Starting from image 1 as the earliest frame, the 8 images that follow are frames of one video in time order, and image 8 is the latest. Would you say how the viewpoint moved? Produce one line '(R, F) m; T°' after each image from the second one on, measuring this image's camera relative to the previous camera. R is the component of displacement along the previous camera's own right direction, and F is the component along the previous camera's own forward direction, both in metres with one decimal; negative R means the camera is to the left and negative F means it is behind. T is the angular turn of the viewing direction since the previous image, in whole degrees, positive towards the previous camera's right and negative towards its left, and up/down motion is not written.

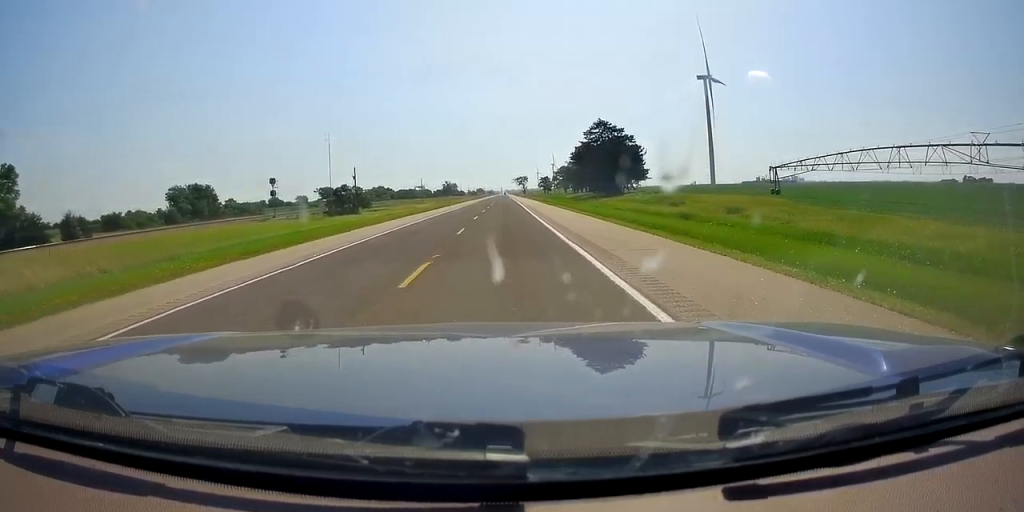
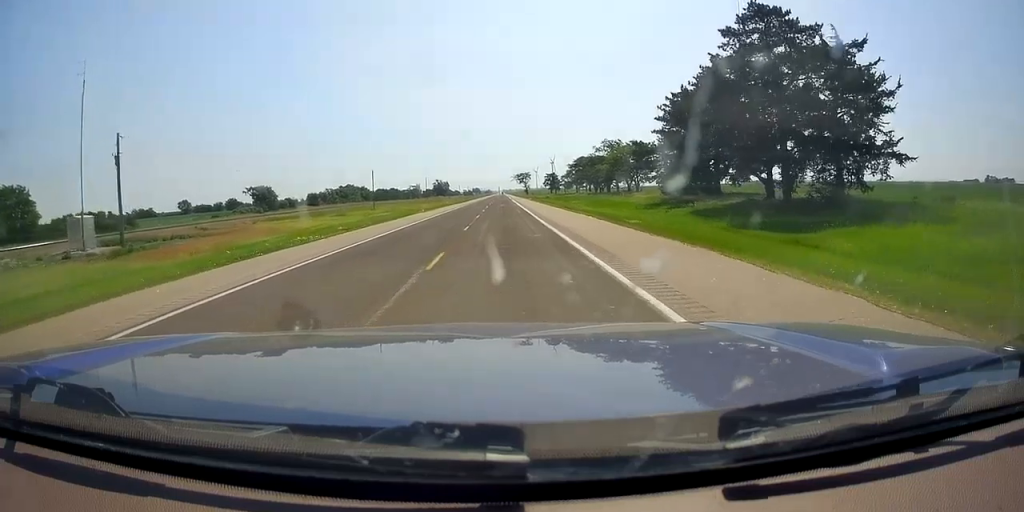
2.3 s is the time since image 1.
(0.0, +70.8) m; 0°
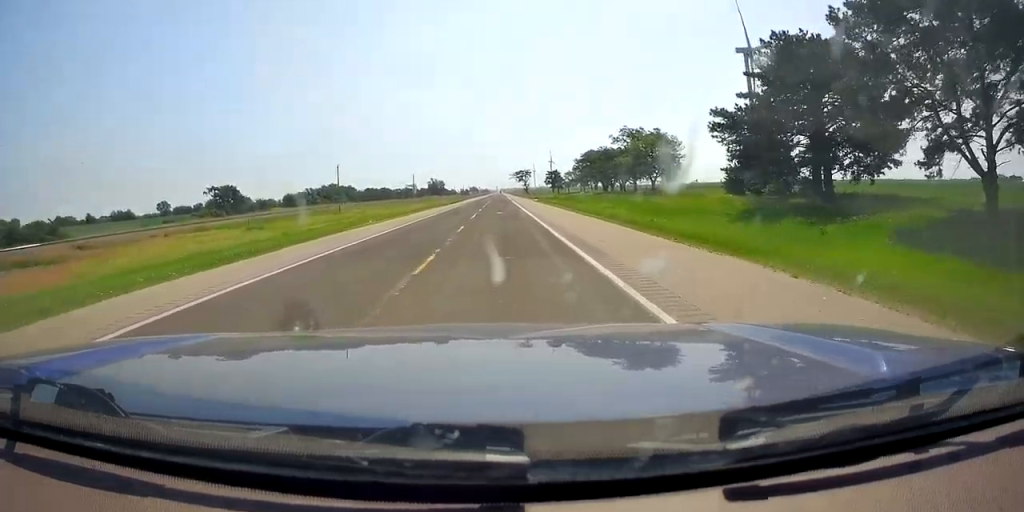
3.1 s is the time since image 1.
(+0.5, +25.4) m; +1°
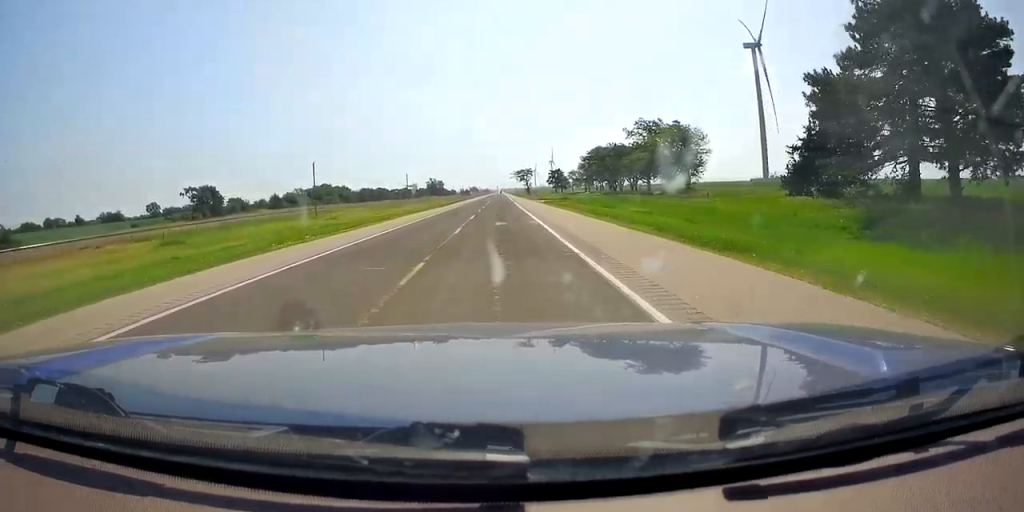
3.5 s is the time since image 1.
(0.0, +13.4) m; 0°
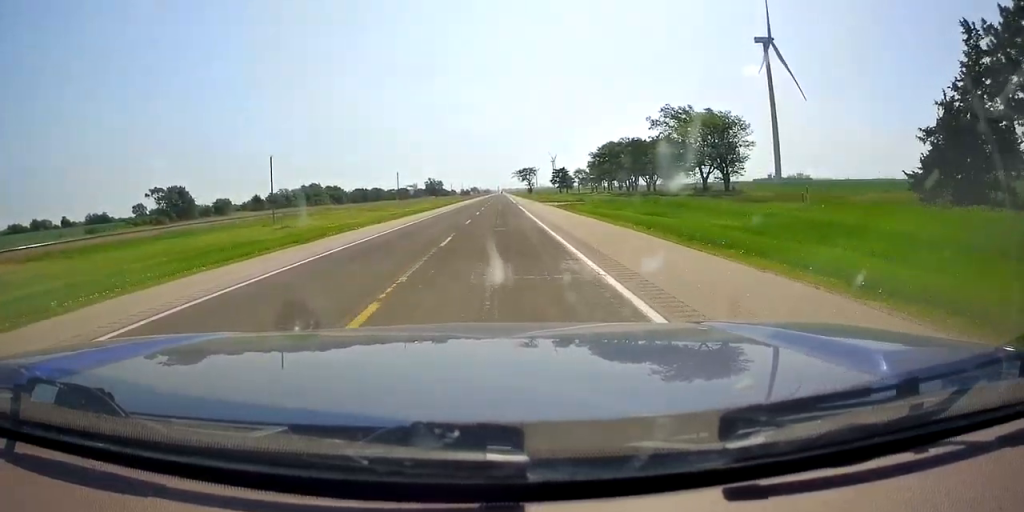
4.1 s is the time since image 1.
(0.0, +17.1) m; 0°
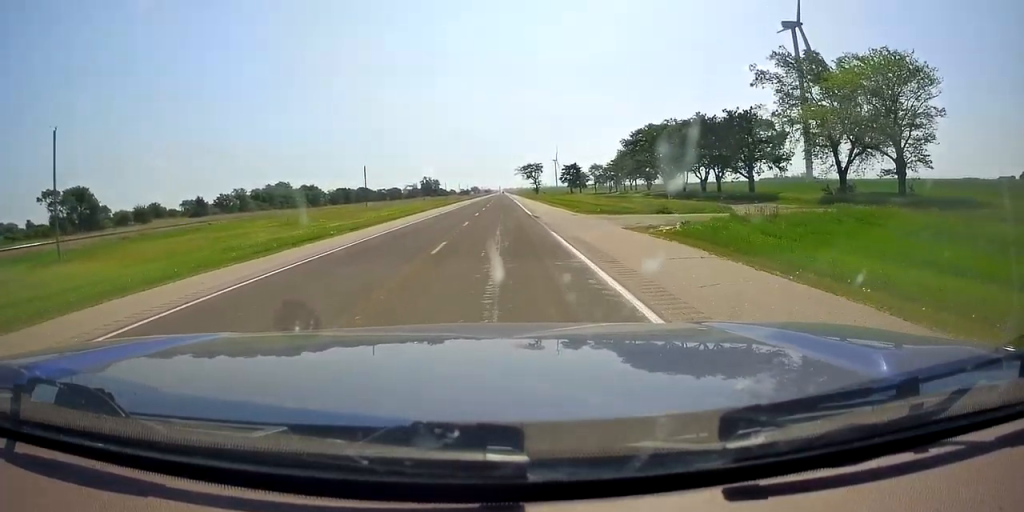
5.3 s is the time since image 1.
(0.0, +38.9) m; 0°
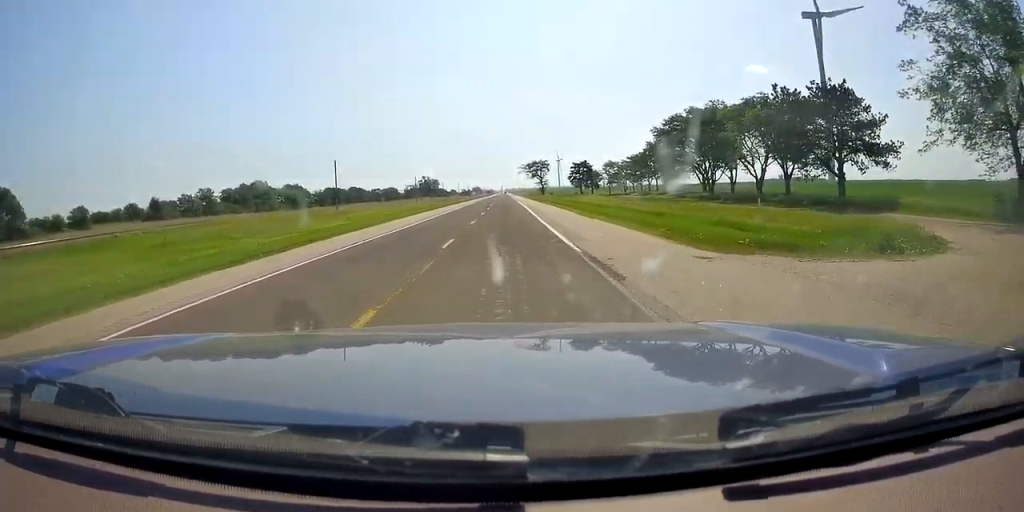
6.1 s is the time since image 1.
(0.0, +22.8) m; 0°
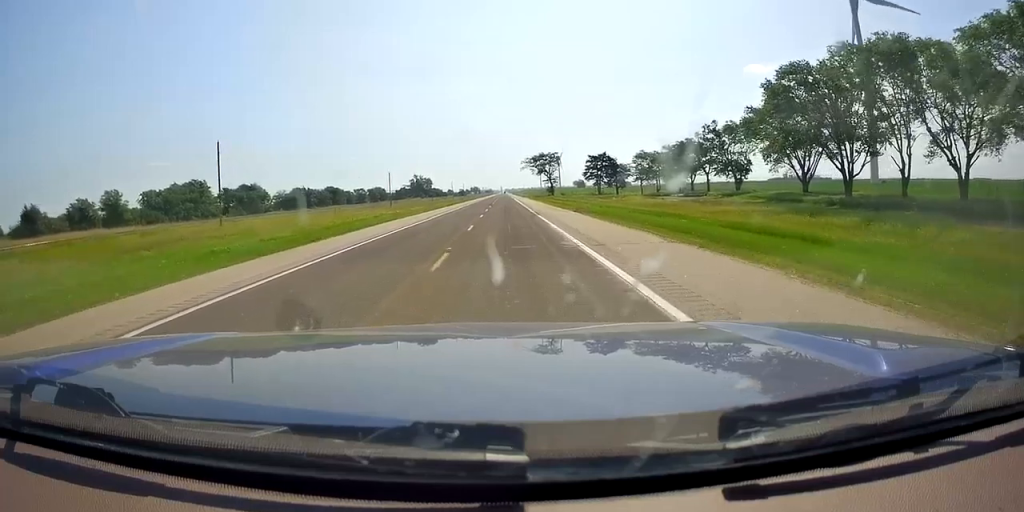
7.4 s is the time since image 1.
(-0.4, +41.1) m; -1°
